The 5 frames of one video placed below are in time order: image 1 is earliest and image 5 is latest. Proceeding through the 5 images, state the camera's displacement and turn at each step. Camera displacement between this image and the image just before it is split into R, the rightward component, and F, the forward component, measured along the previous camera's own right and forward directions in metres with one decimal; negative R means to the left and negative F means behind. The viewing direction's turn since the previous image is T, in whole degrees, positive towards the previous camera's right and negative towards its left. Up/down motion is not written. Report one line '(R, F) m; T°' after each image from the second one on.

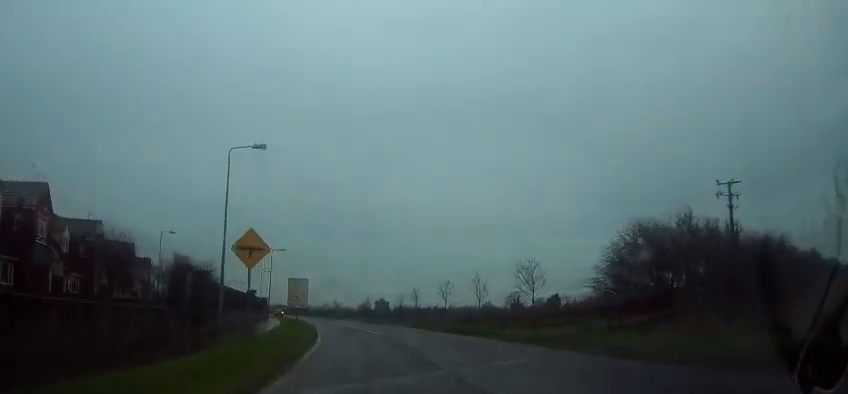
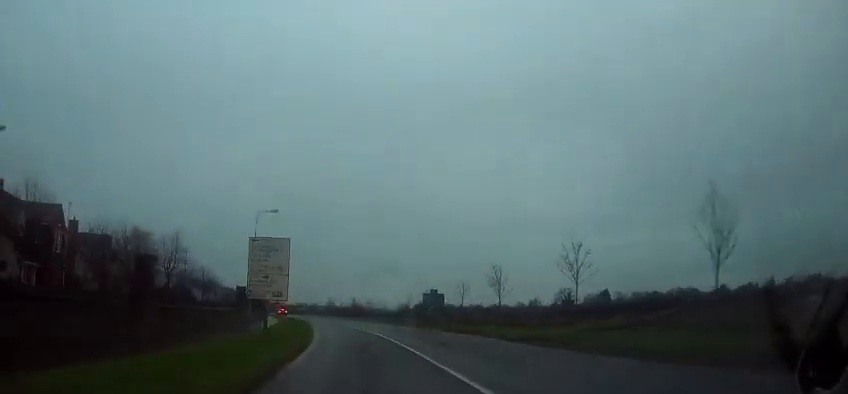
(-1.1, +24.5) m; -5°
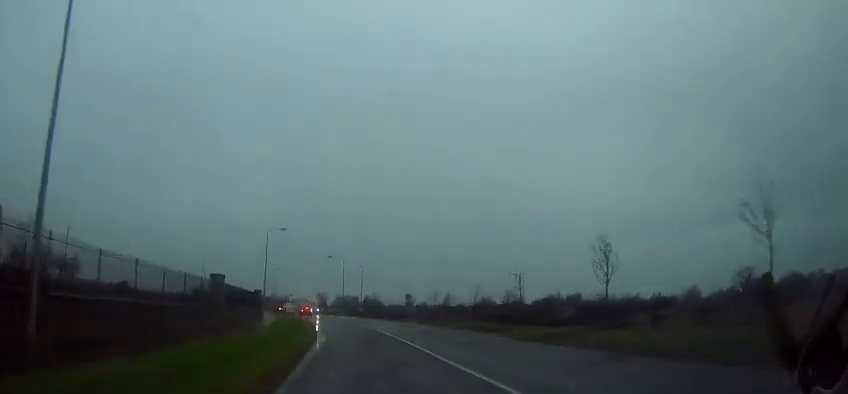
(-8.3, +70.6) m; -10°
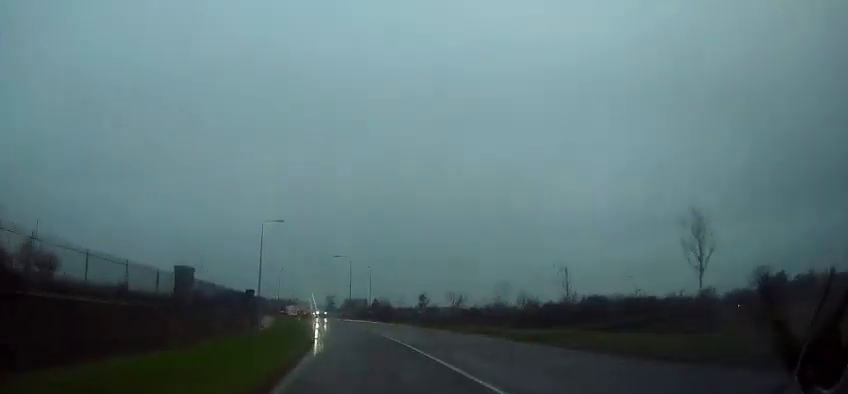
(0.0, +6.1) m; 0°
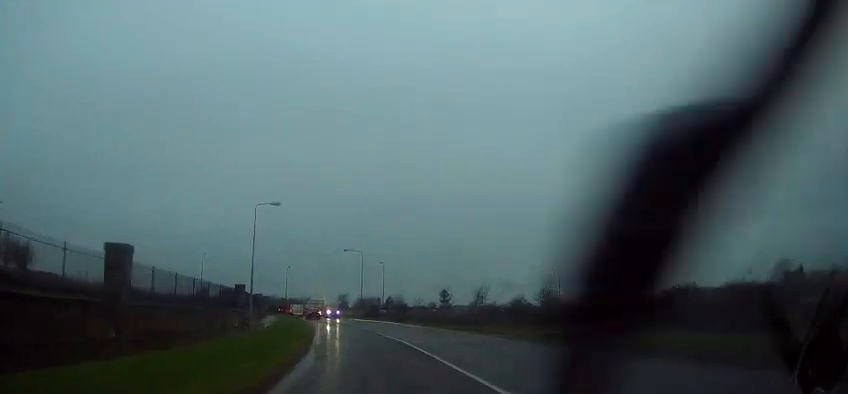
(0.0, +6.8) m; -1°
